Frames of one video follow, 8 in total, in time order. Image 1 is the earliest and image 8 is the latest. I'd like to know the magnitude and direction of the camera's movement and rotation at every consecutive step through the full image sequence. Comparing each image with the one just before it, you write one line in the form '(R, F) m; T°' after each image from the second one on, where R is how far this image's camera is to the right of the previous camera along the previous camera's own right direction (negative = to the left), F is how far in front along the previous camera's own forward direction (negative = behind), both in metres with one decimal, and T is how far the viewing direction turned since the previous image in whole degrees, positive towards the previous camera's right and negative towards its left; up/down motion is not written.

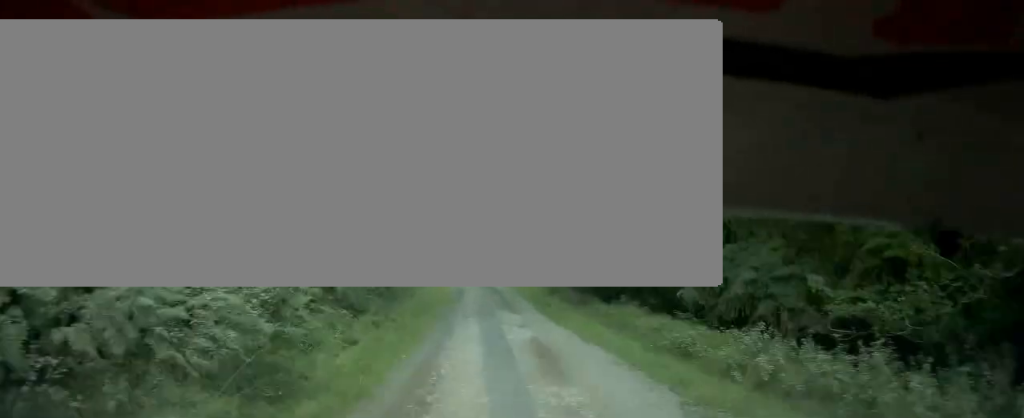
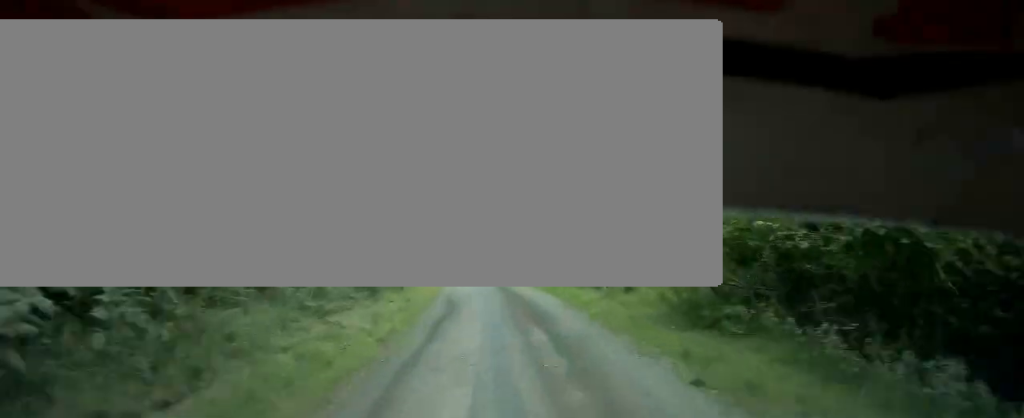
(+0.7, +22.7) m; +2°
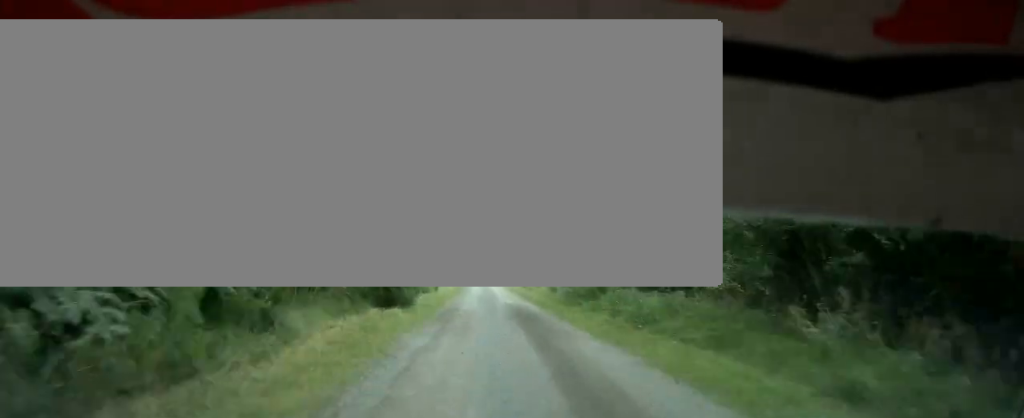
(0.0, +20.5) m; 0°
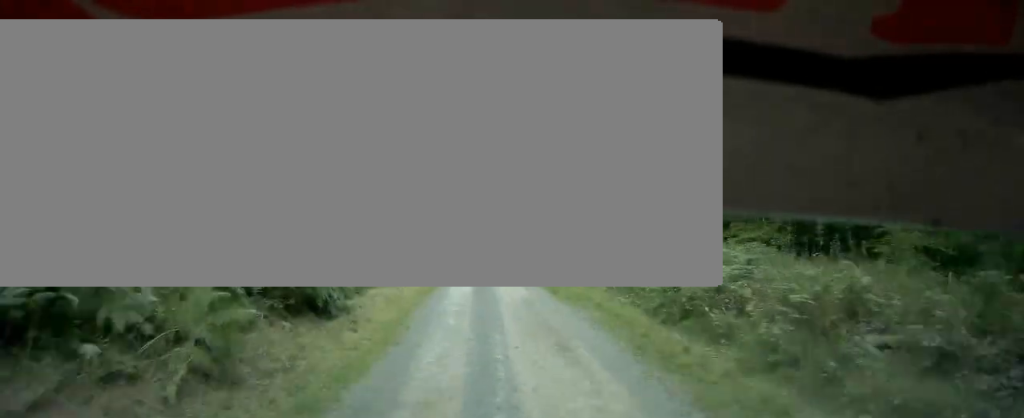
(-0.5, +42.2) m; -2°
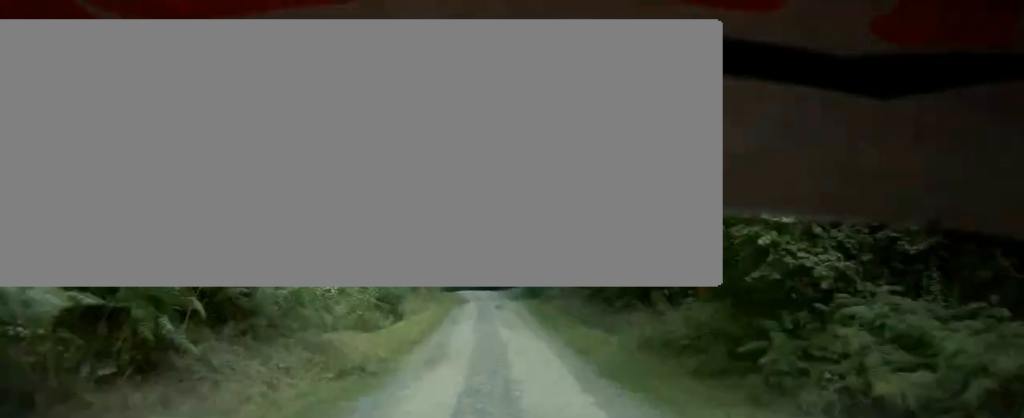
(-0.5, +23.7) m; -2°
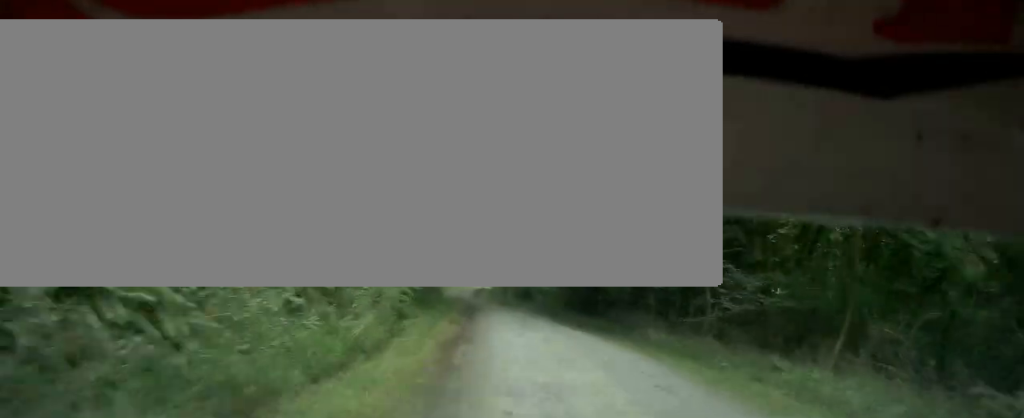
(-1.3, +46.8) m; -2°
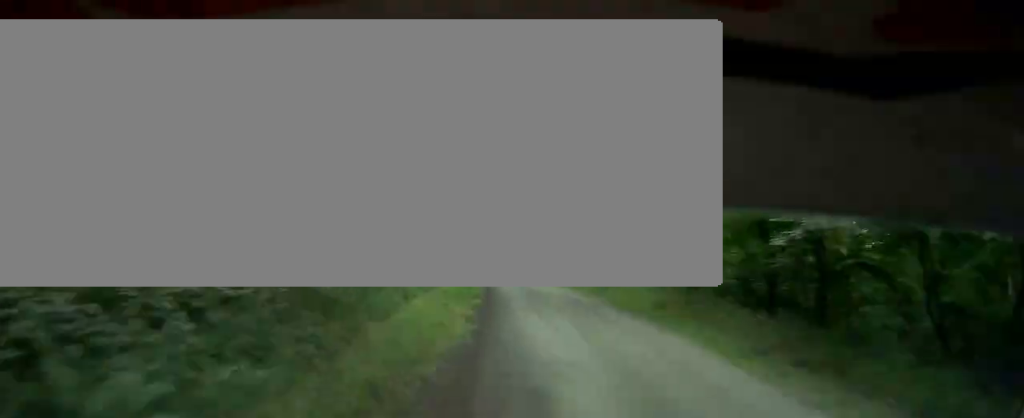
(+0.3, +24.7) m; 0°
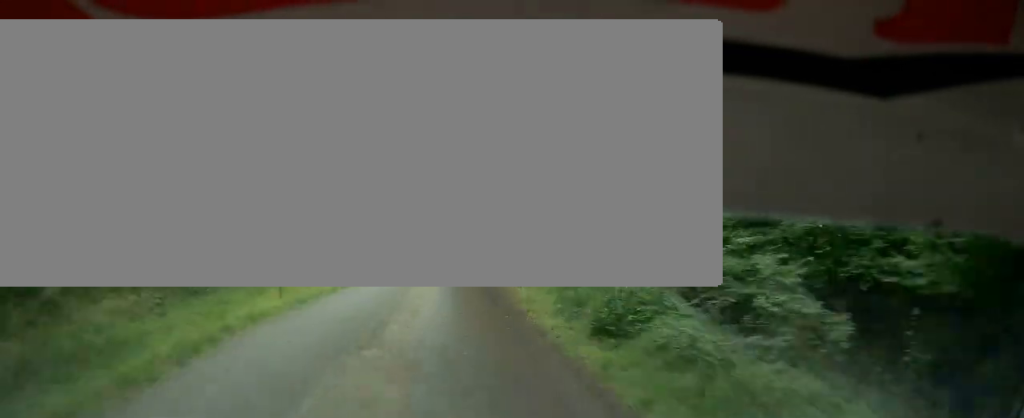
(+0.3, +47.5) m; +1°
